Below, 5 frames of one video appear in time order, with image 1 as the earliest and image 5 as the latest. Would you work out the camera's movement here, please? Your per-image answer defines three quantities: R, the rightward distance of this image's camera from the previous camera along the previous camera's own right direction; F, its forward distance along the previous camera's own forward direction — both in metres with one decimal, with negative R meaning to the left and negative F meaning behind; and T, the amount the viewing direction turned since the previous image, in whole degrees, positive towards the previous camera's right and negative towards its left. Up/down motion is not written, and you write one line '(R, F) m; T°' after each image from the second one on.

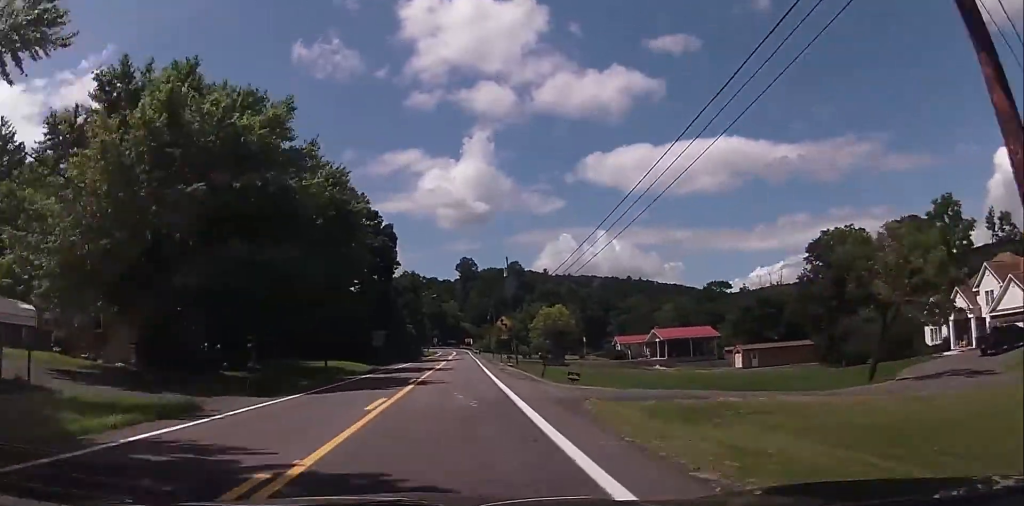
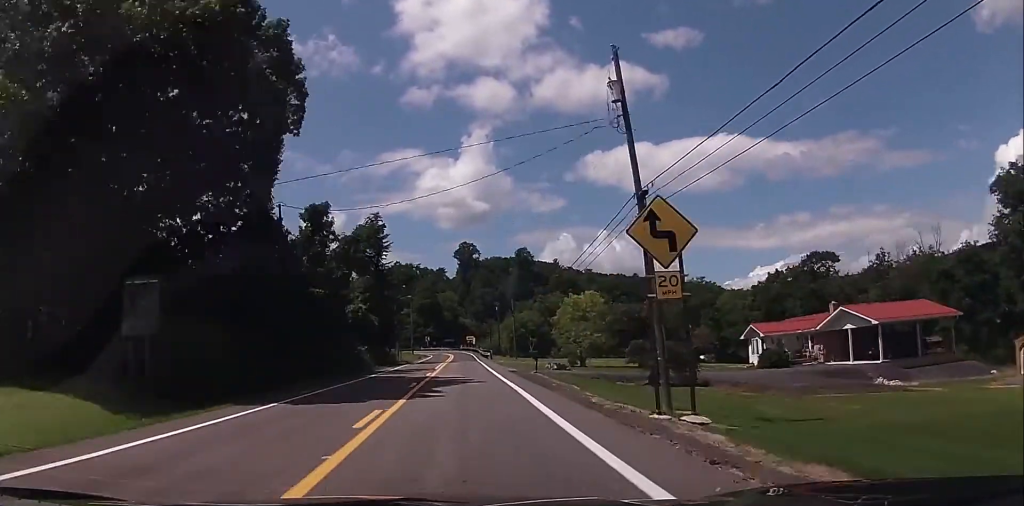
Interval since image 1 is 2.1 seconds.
(-0.6, +52.8) m; -1°
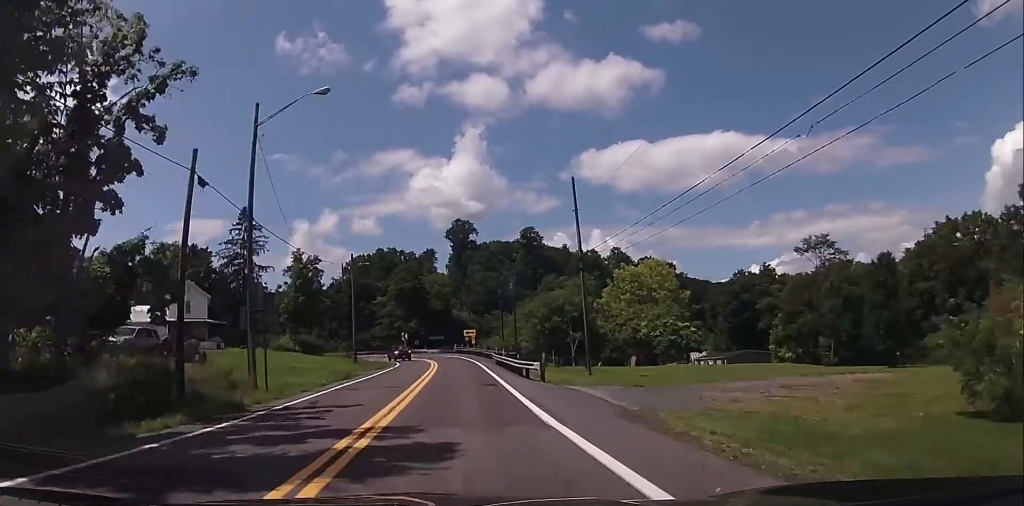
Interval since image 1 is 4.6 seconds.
(+0.9, +59.1) m; 0°
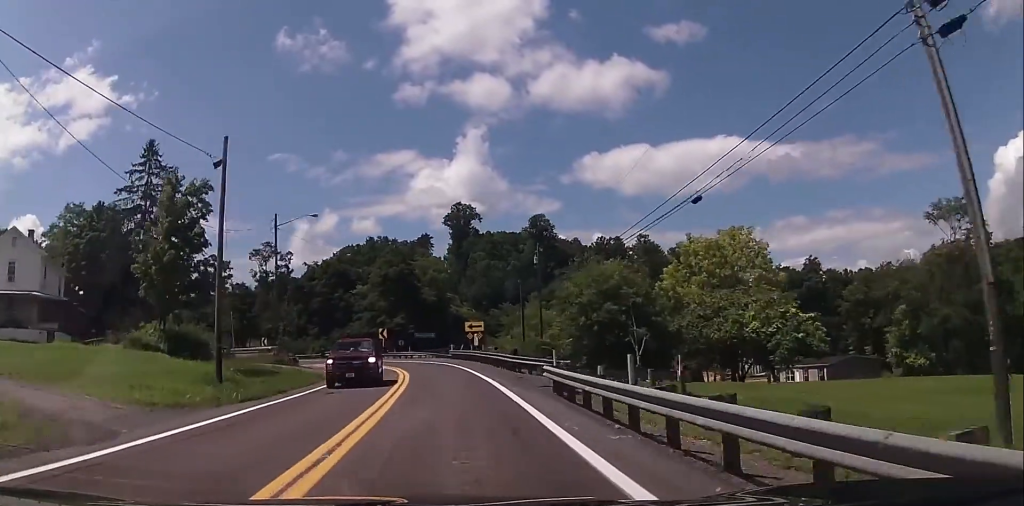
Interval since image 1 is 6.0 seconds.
(-0.3, +33.0) m; 0°
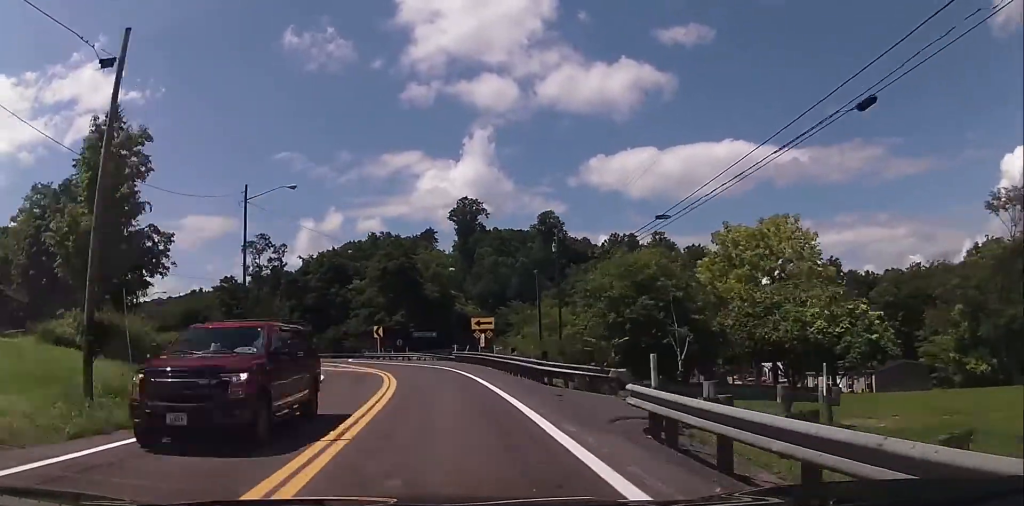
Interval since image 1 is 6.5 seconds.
(+0.3, +9.9) m; 0°
